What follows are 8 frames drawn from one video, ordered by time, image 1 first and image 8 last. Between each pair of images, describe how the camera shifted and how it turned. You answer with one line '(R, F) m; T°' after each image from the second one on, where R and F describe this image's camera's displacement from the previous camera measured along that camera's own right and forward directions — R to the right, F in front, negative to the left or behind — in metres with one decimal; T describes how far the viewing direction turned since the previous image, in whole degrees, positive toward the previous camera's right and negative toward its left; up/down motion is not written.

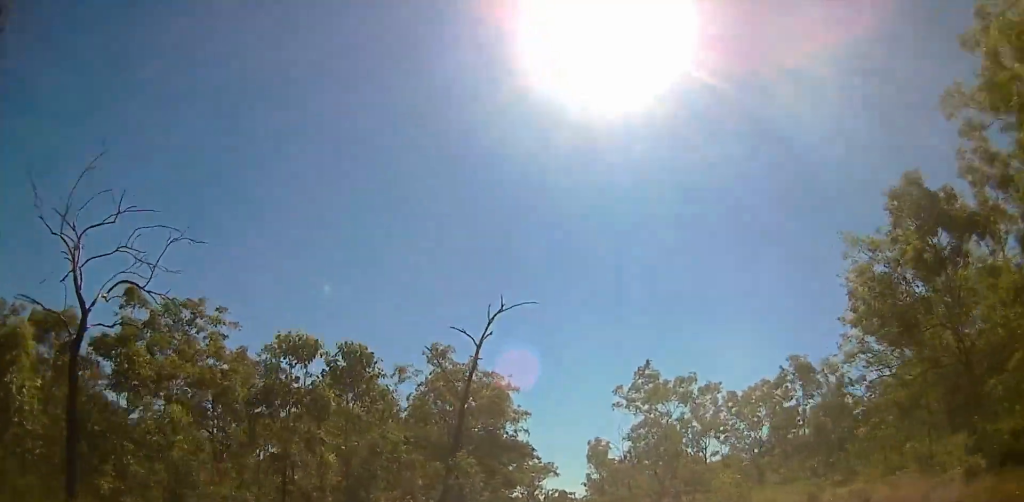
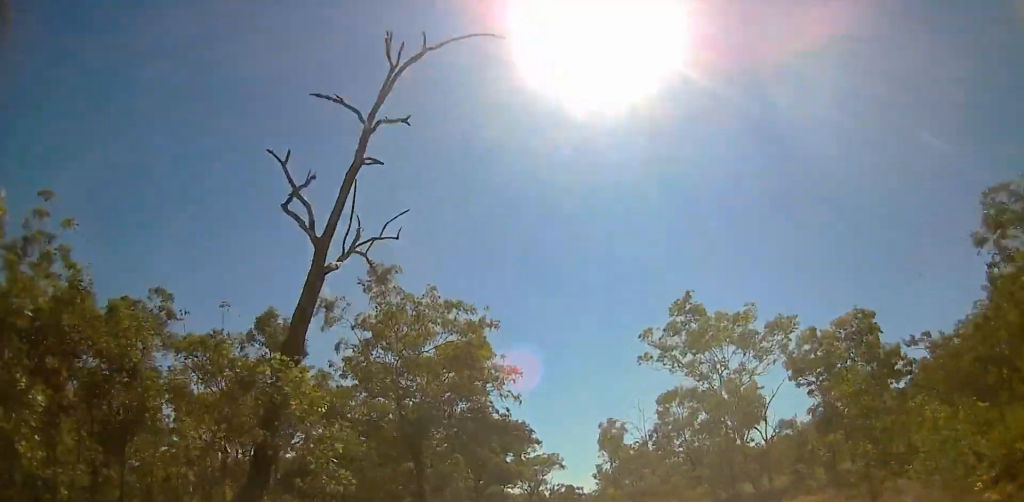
(0.0, +17.0) m; +1°
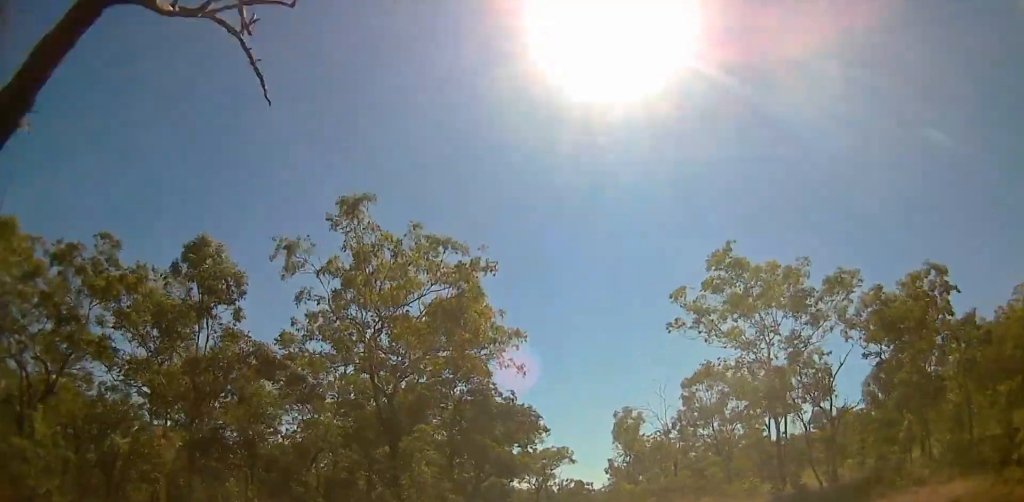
(-0.1, +6.7) m; +1°
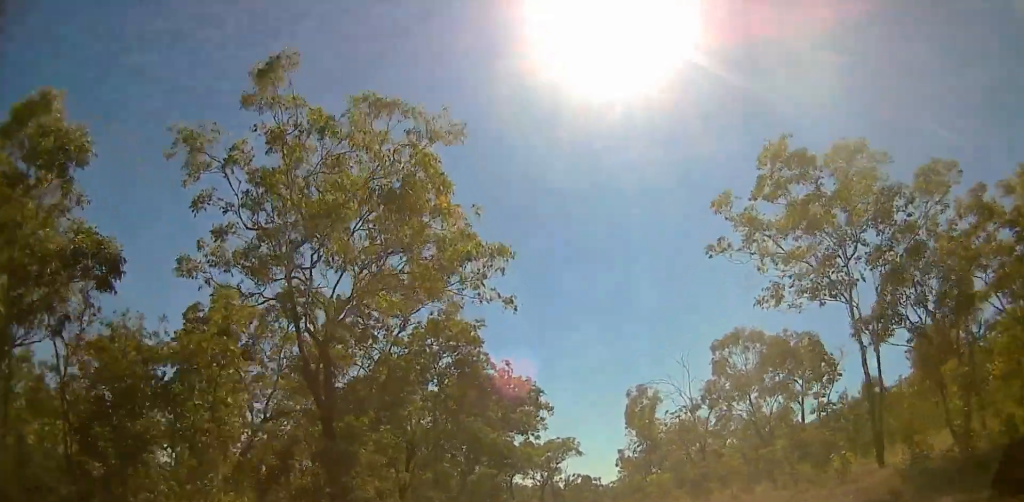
(+0.2, +8.2) m; +1°
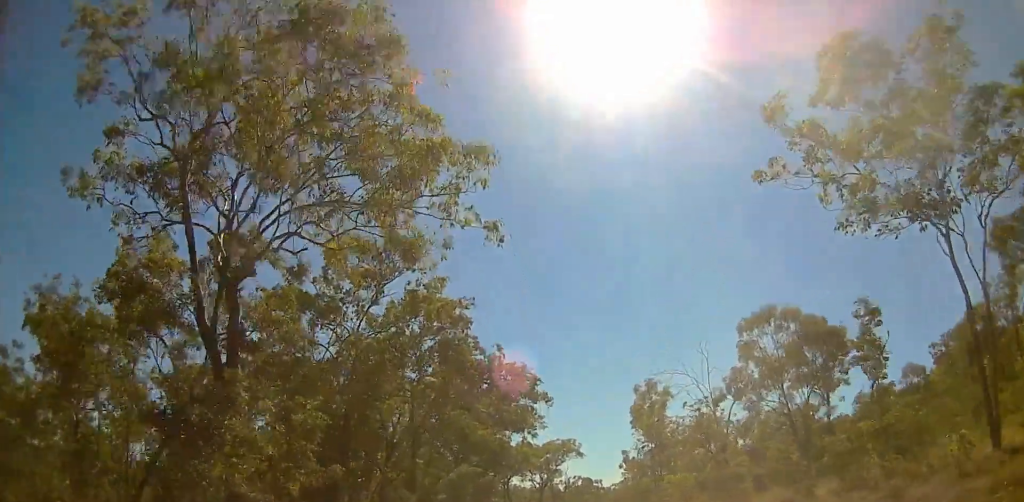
(+0.1, +5.8) m; +1°
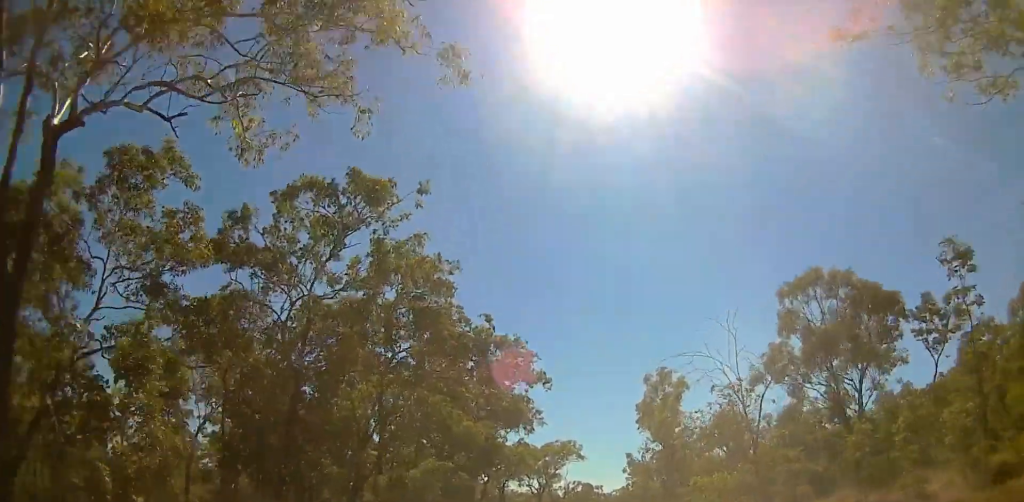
(0.0, +5.9) m; 0°
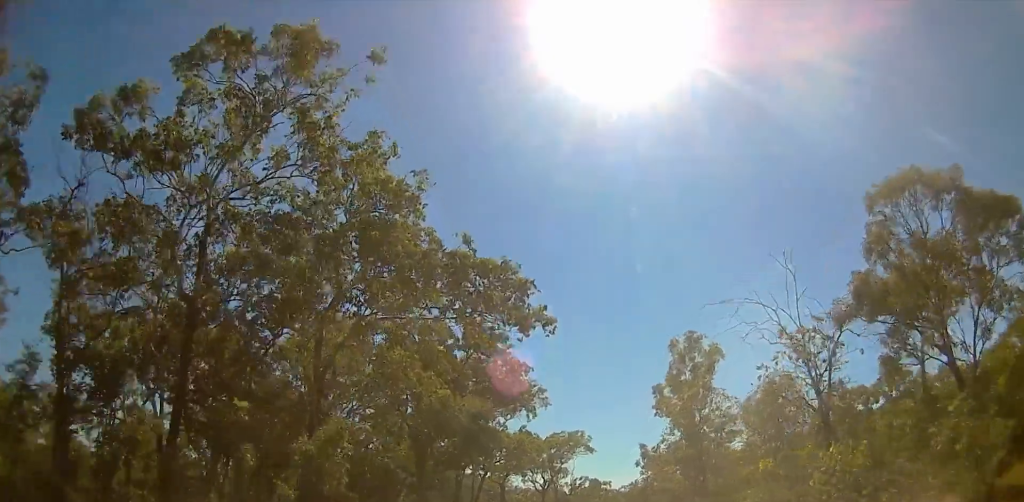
(+0.1, +7.8) m; -1°
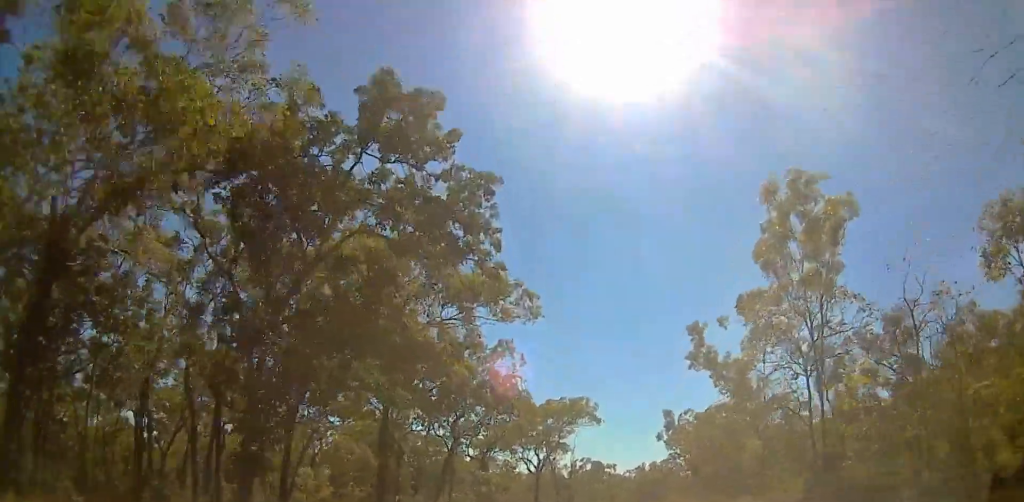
(-0.4, +15.9) m; -1°
